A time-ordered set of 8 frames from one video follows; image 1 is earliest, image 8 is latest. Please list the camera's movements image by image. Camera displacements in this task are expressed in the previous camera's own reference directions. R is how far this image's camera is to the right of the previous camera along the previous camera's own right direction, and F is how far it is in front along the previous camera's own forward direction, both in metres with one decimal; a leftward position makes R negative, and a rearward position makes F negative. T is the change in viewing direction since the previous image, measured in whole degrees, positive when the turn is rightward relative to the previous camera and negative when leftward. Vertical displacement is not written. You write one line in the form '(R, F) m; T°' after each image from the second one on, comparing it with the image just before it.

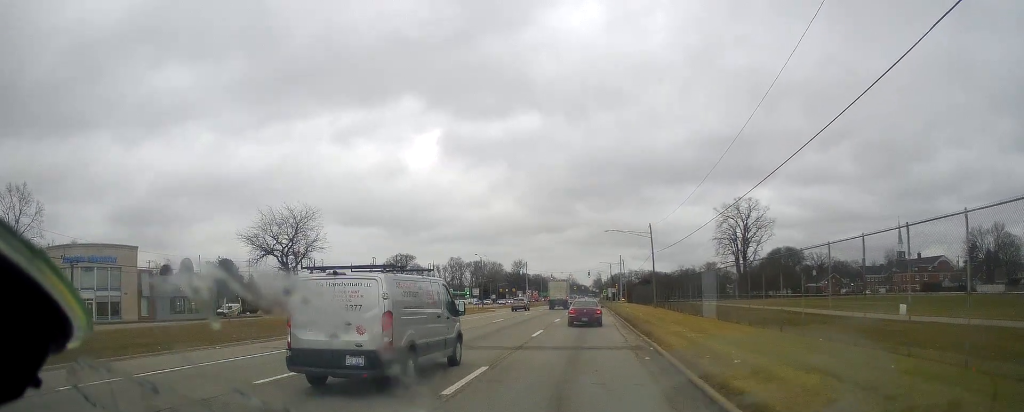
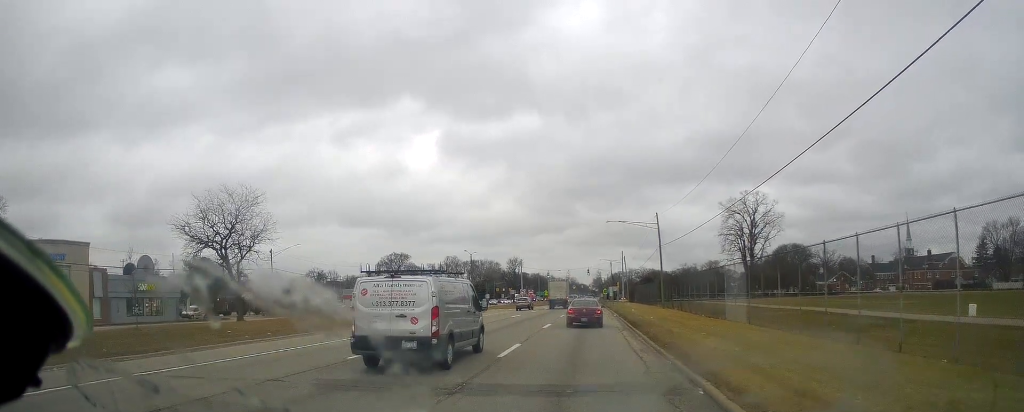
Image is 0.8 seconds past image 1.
(+0.2, +8.4) m; 0°
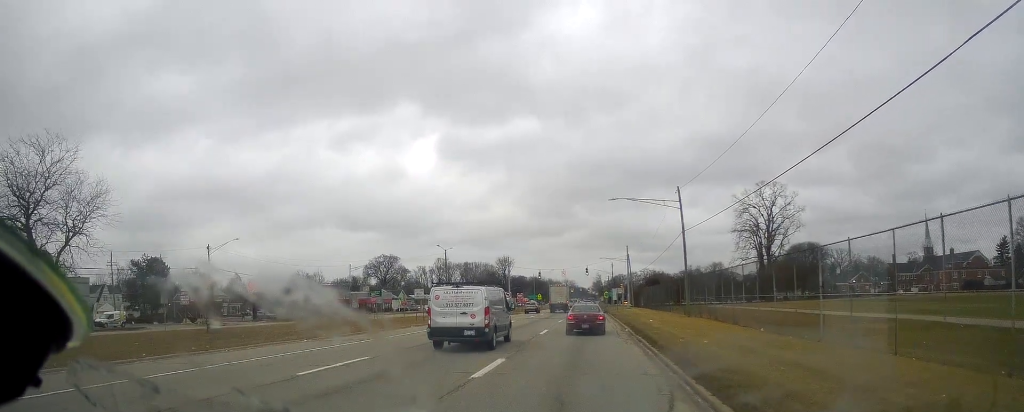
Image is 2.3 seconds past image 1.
(-1.0, +16.7) m; -3°
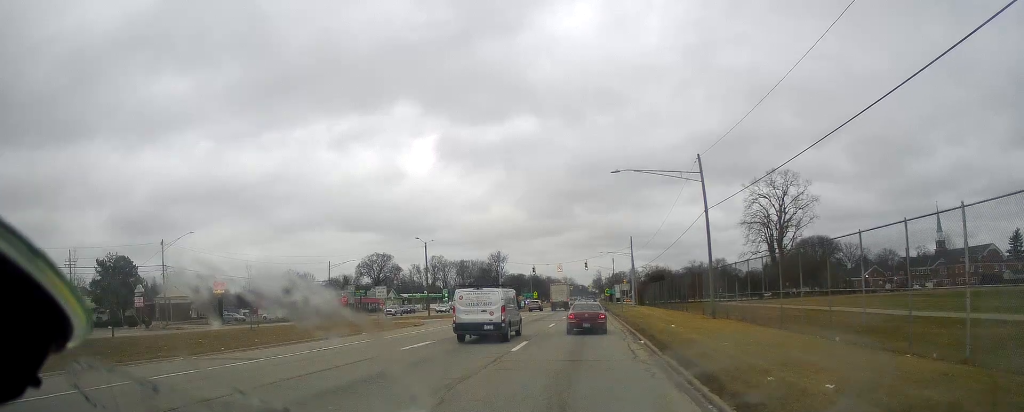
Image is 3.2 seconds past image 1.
(+0.6, +9.6) m; +2°
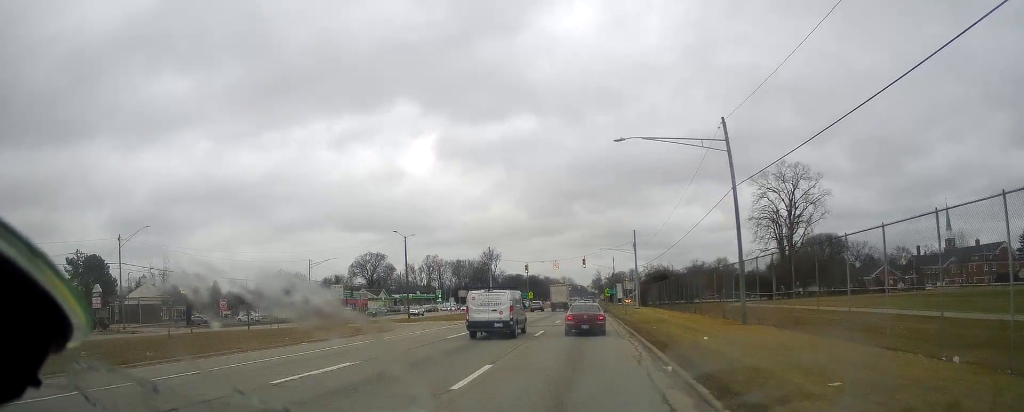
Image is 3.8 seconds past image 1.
(0.0, +7.6) m; +1°
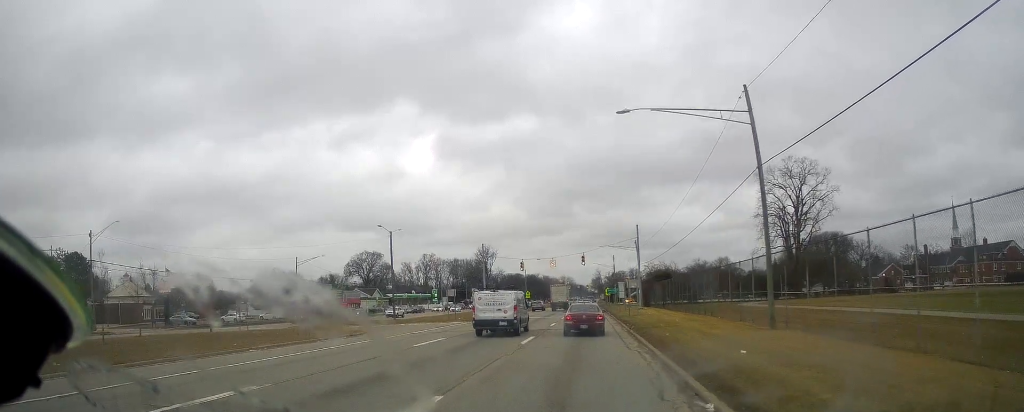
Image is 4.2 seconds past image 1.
(-0.2, +4.6) m; 0°
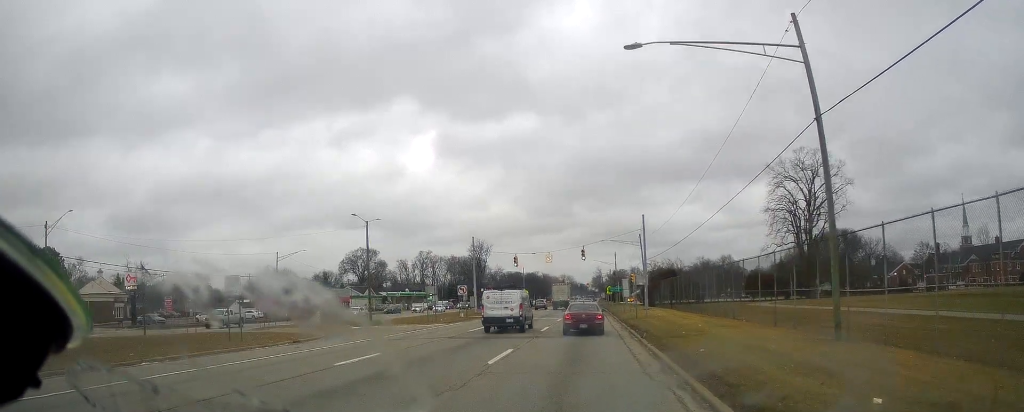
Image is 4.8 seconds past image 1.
(+0.1, +6.7) m; +1°
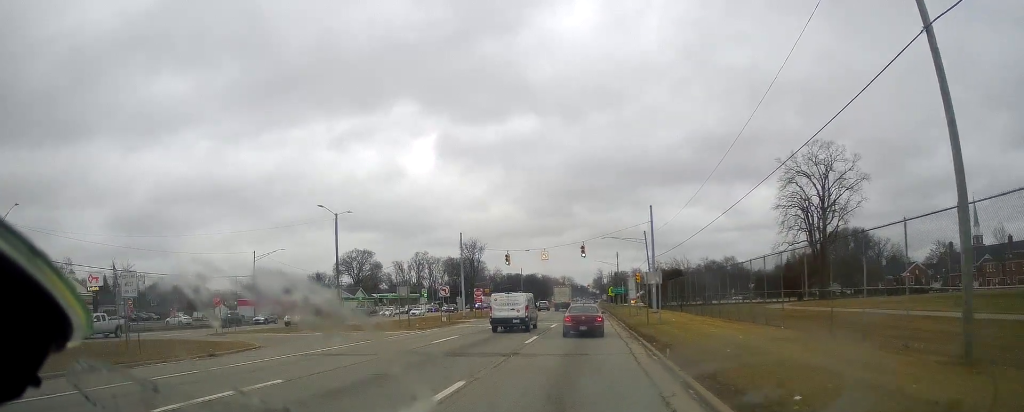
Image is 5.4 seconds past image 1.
(+0.1, +6.8) m; +1°
